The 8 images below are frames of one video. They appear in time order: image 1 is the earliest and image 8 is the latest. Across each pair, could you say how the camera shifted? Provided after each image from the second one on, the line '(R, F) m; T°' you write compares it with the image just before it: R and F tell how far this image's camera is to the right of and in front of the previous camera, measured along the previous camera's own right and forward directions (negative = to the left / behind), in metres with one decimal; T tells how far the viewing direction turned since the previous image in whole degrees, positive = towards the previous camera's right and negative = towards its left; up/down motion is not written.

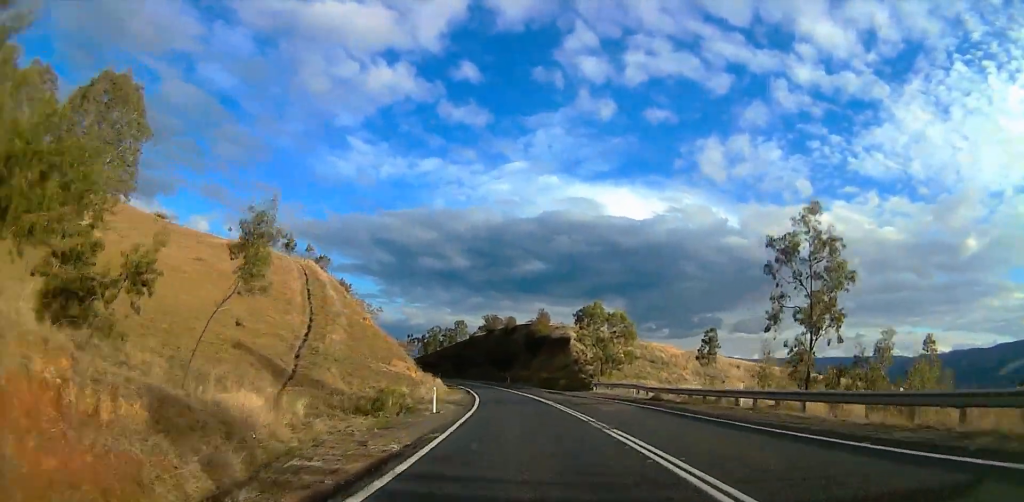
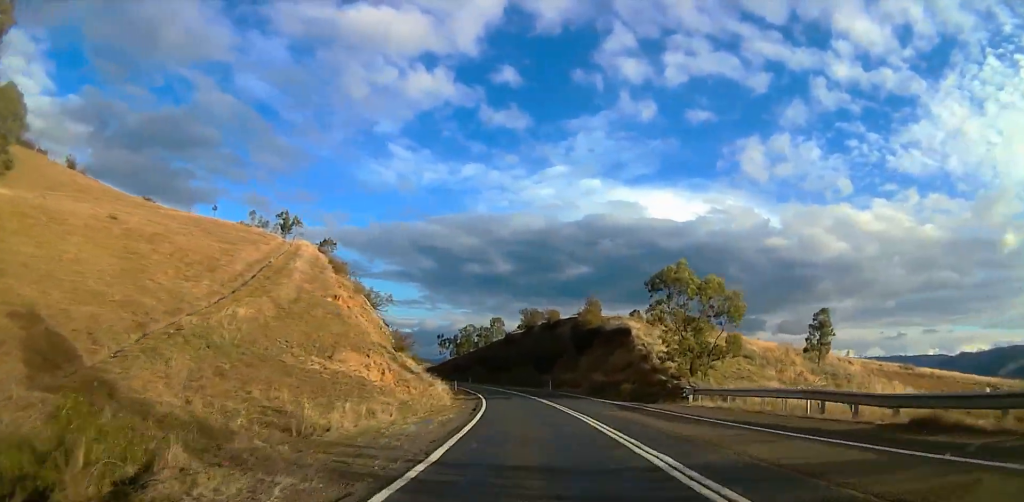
(-1.1, +23.0) m; -4°
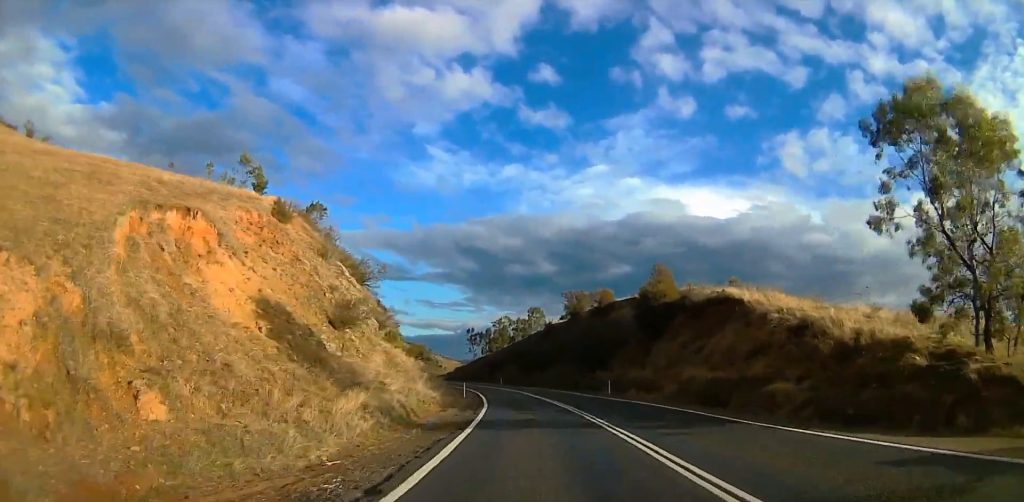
(-0.8, +25.0) m; -3°
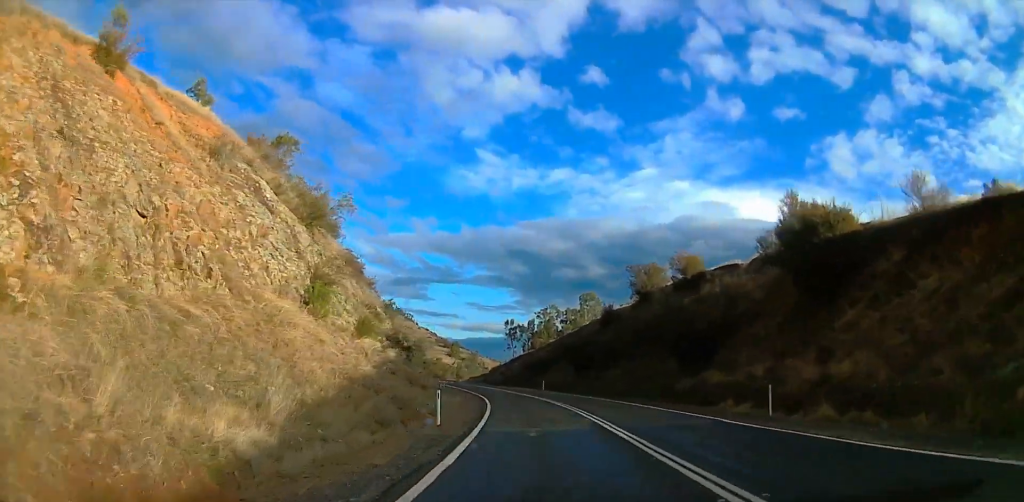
(-0.9, +27.9) m; -3°
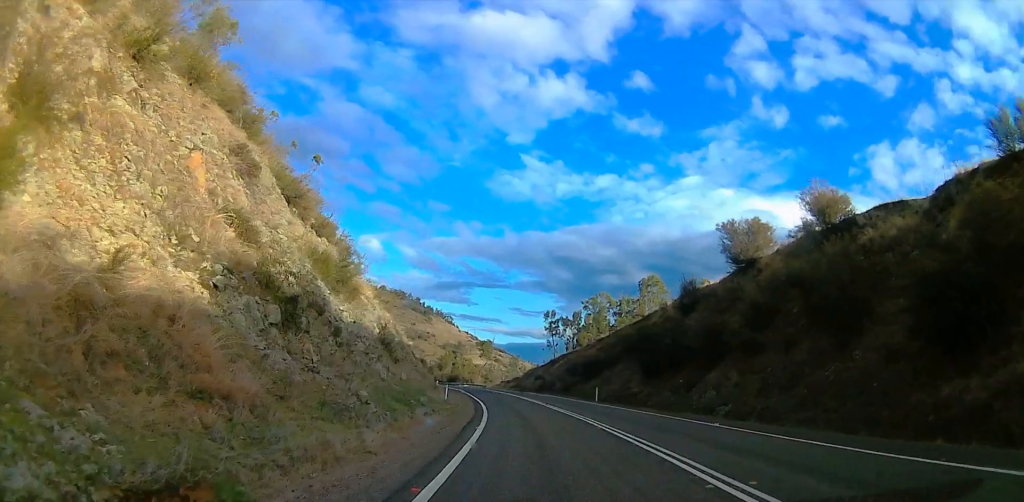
(-0.4, +24.3) m; -4°
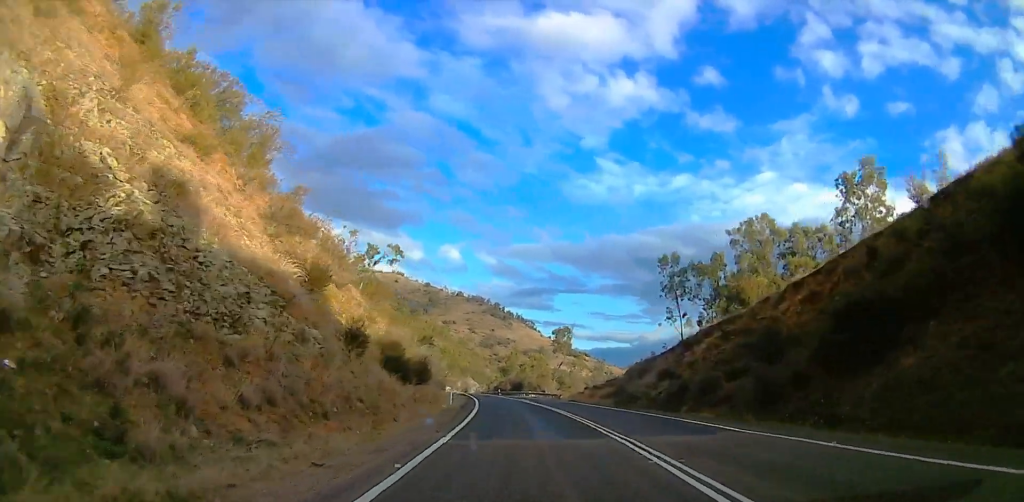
(-4.3, +46.4) m; -9°
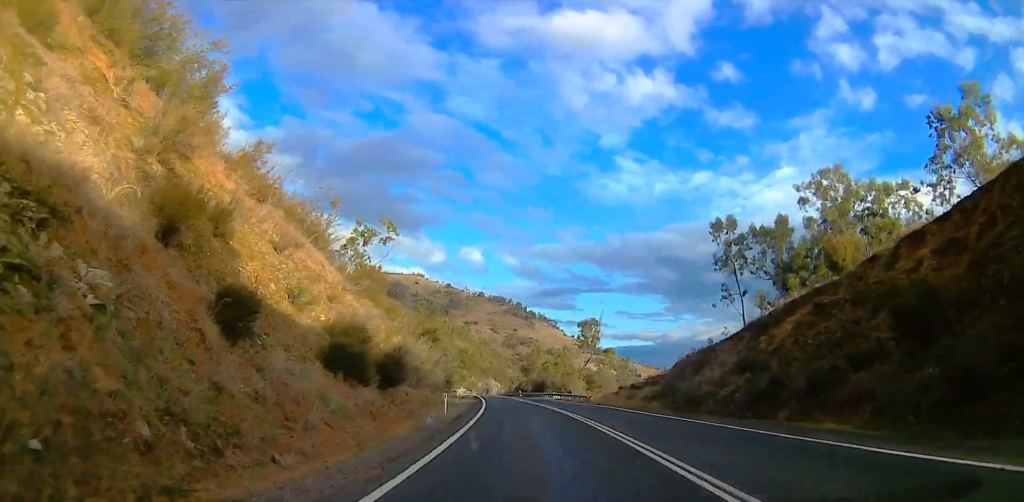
(-0.1, +11.1) m; -1°
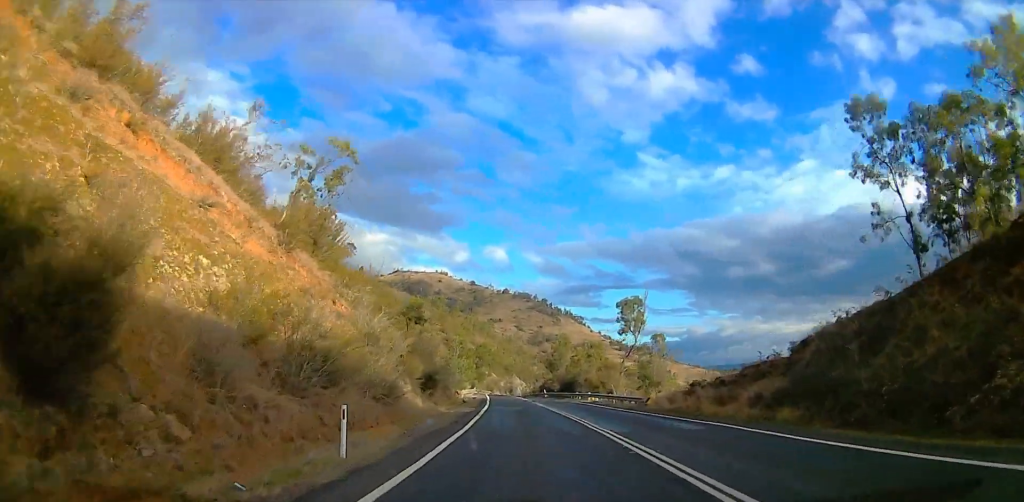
(+0.1, +20.4) m; -2°
